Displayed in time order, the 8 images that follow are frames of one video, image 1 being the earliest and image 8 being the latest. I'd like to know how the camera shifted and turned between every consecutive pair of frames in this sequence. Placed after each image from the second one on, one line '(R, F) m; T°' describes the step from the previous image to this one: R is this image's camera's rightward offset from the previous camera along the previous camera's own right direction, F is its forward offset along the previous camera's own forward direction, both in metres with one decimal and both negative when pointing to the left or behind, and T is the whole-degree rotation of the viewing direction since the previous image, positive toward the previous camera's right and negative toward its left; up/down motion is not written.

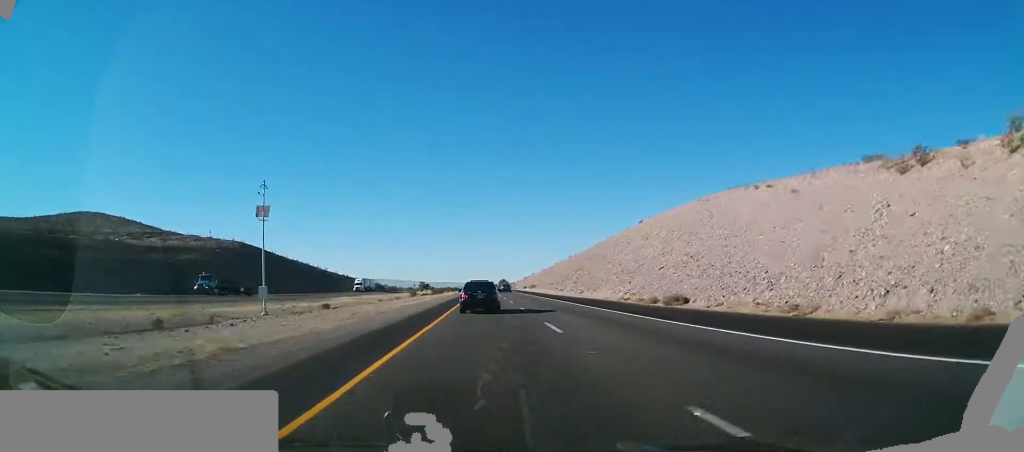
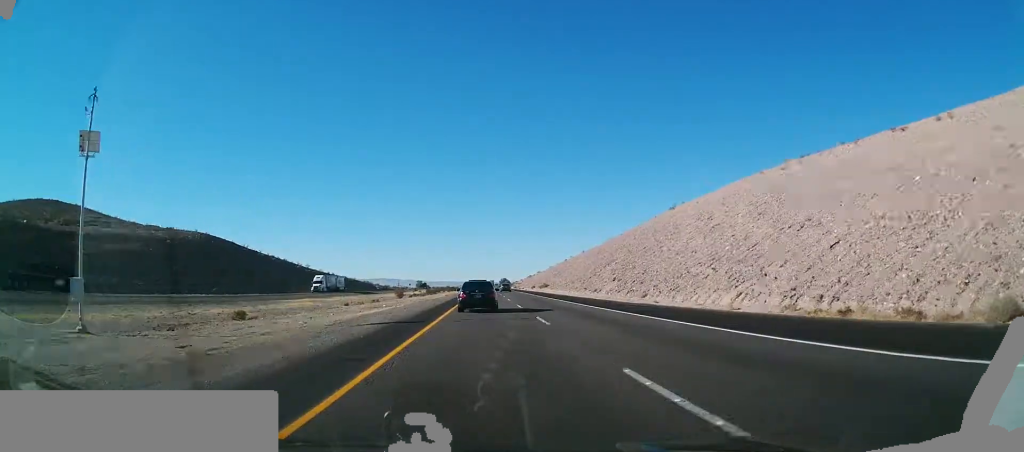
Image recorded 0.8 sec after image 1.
(+0.1, +26.0) m; 0°
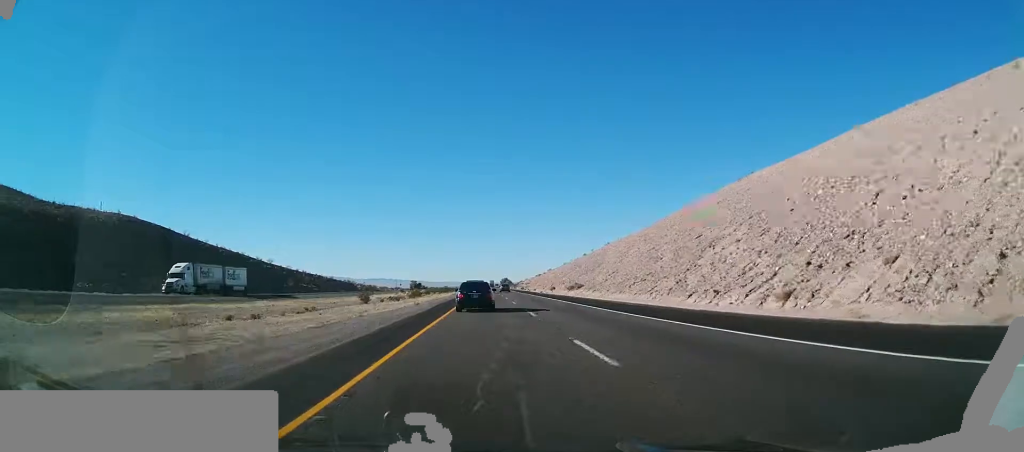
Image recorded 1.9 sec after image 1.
(+0.1, +38.6) m; +1°
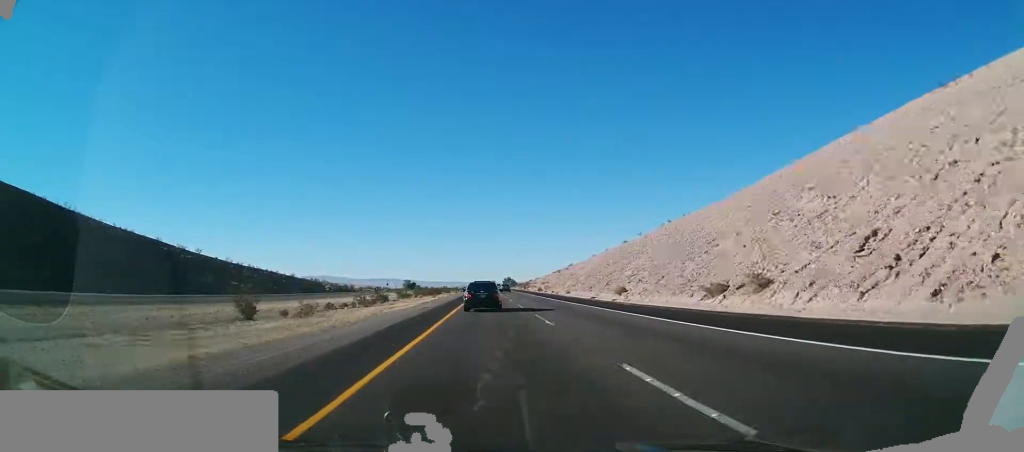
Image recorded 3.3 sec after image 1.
(+0.6, +48.1) m; 0°
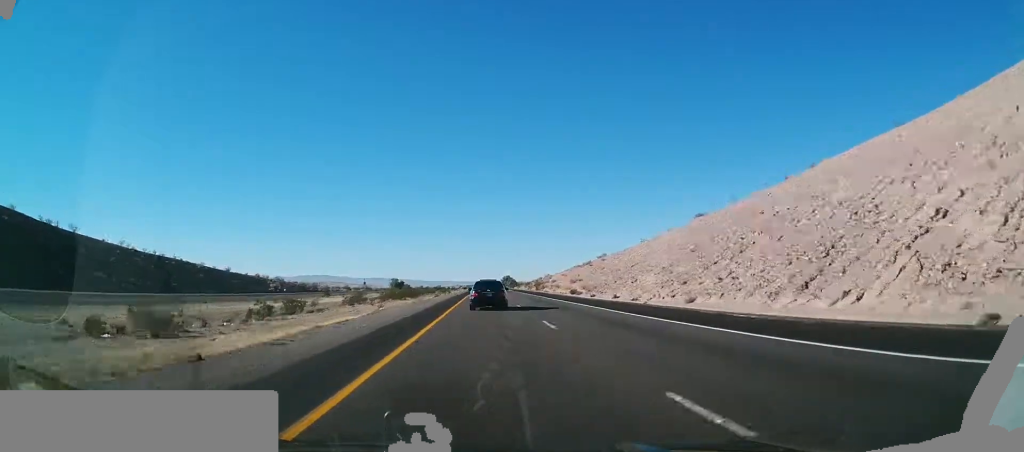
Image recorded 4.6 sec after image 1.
(-0.6, +46.0) m; -1°
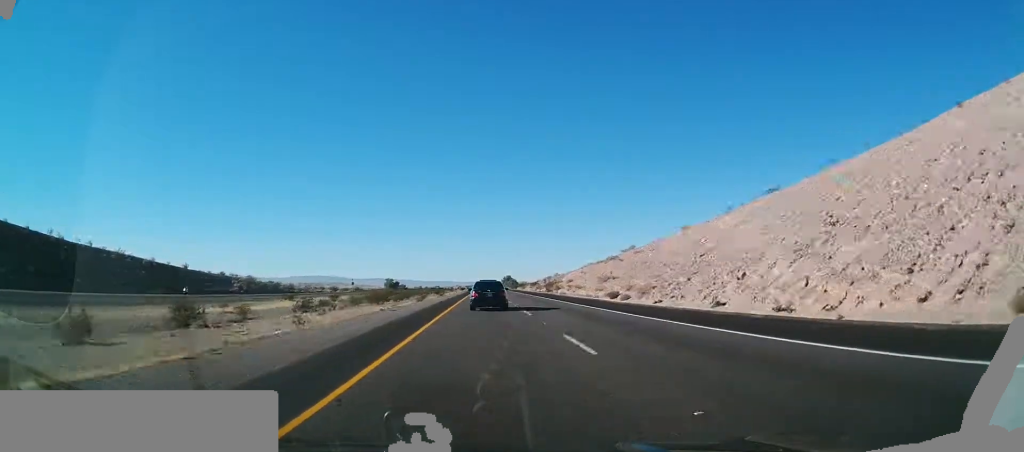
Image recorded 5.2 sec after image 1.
(0.0, +21.0) m; 0°
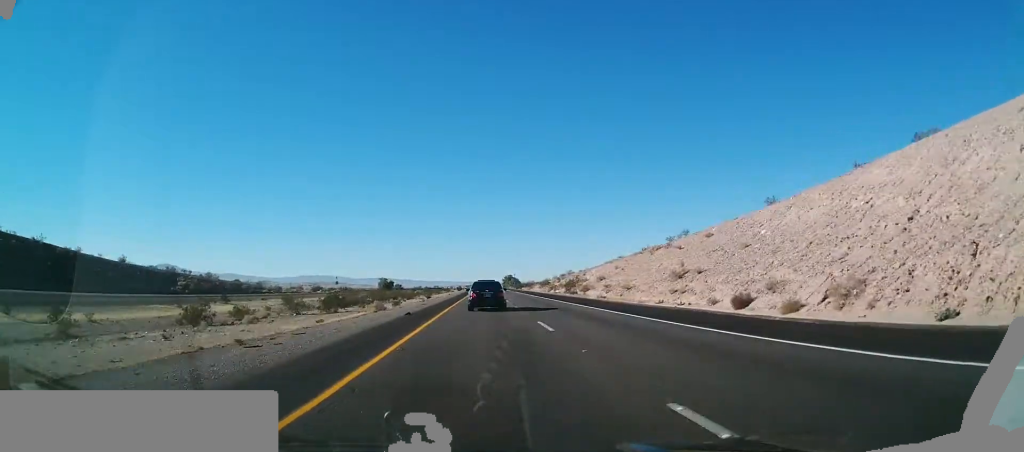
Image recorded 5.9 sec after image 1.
(+0.1, +23.4) m; 0°
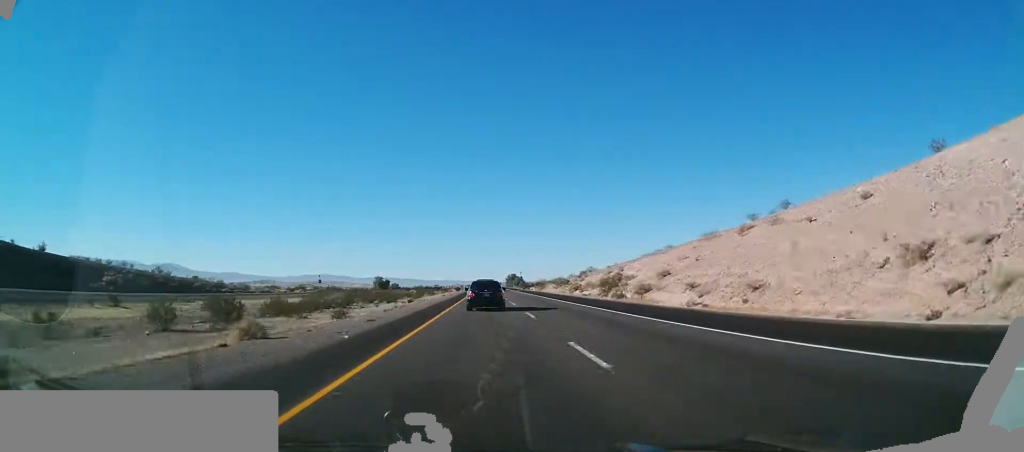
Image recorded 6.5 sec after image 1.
(+0.1, +22.3) m; 0°
